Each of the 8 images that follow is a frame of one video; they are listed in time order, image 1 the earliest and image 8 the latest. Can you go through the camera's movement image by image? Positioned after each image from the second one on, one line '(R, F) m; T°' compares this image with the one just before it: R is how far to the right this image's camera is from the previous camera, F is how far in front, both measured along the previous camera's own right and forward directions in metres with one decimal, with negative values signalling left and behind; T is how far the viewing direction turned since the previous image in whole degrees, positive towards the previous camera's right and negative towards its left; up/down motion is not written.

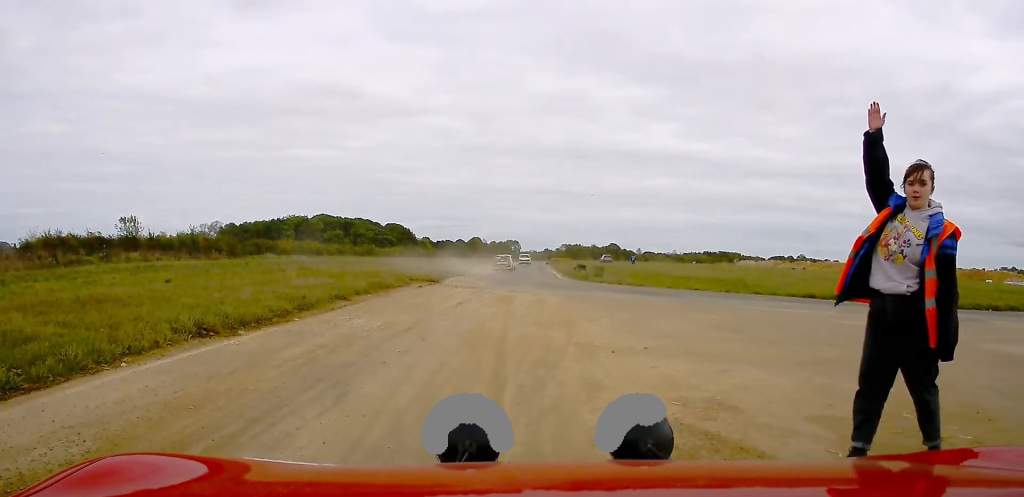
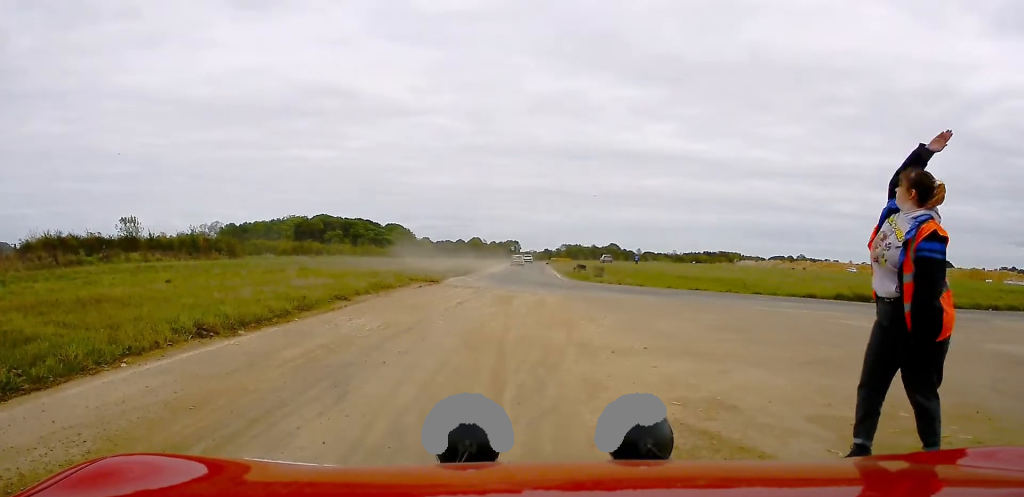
(0.0, 0.0) m; 0°
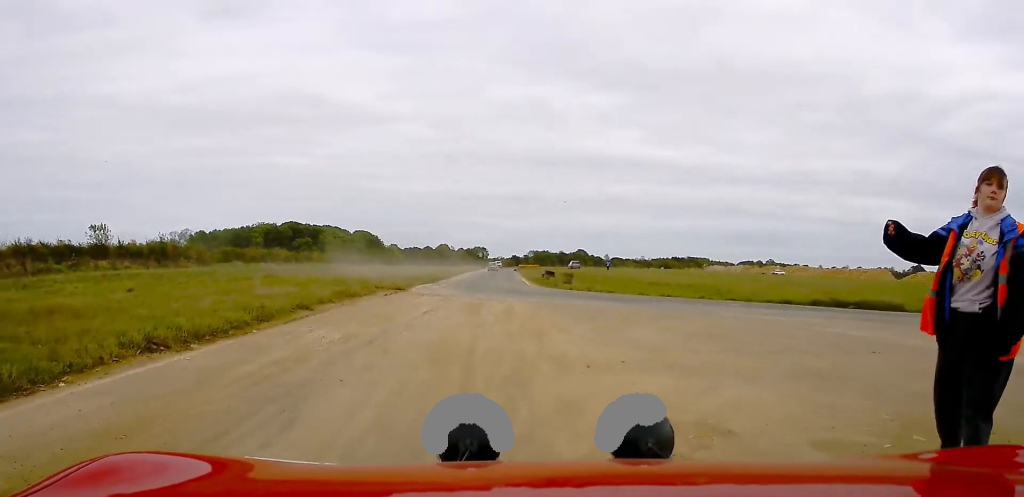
(+0.3, +1.2) m; -1°
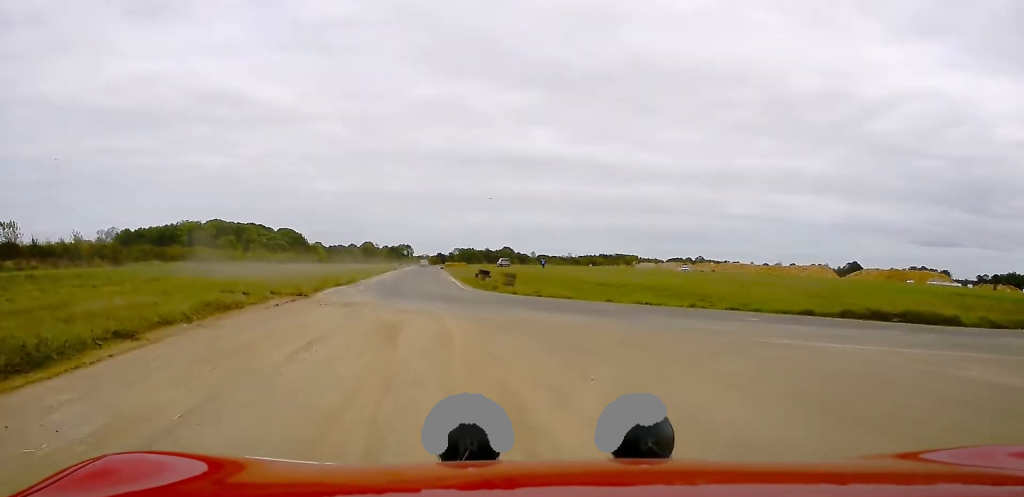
(-0.2, +6.8) m; +2°
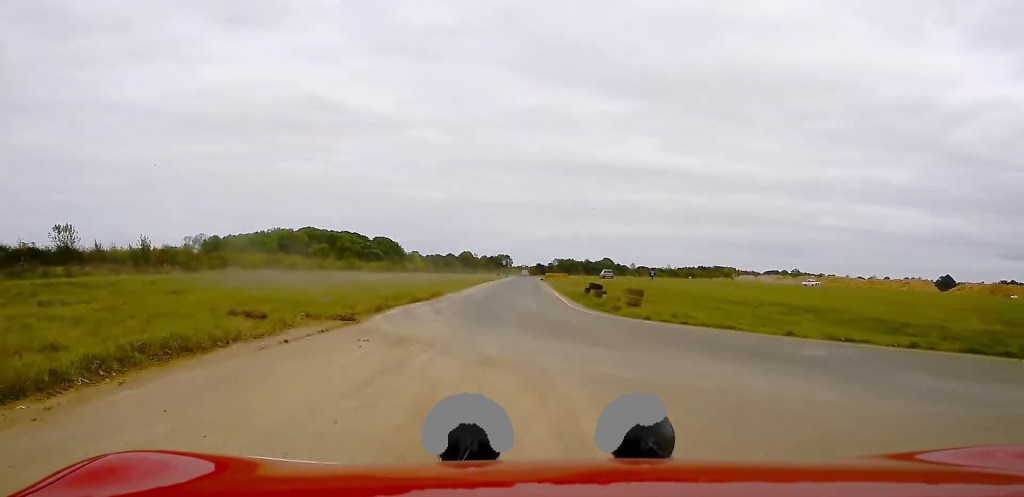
(+0.4, +7.4) m; +2°
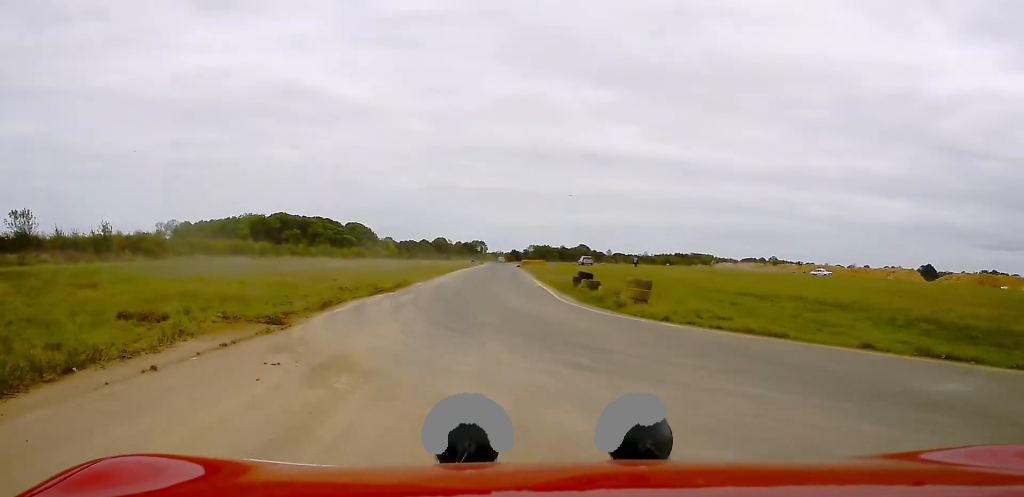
(-0.1, +4.8) m; -1°
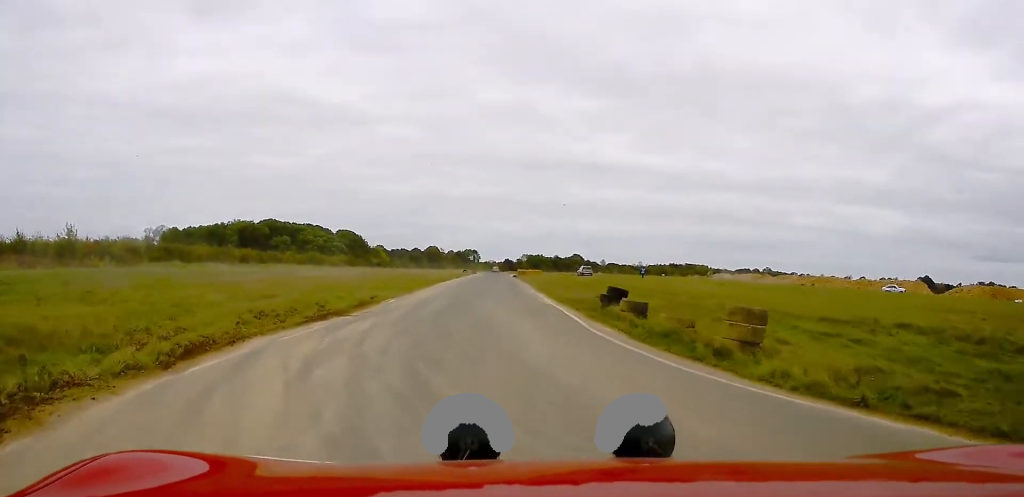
(-0.1, +8.6) m; -1°
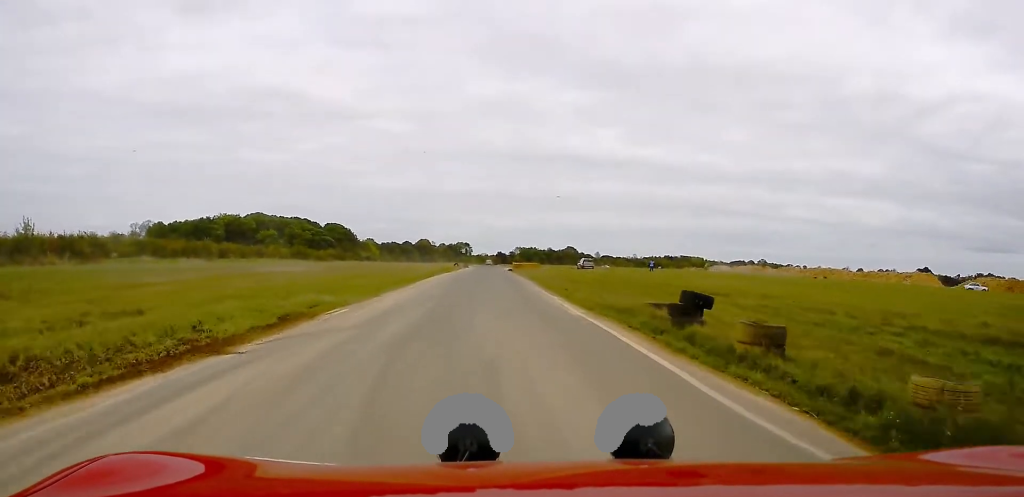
(0.0, +8.8) m; +1°
